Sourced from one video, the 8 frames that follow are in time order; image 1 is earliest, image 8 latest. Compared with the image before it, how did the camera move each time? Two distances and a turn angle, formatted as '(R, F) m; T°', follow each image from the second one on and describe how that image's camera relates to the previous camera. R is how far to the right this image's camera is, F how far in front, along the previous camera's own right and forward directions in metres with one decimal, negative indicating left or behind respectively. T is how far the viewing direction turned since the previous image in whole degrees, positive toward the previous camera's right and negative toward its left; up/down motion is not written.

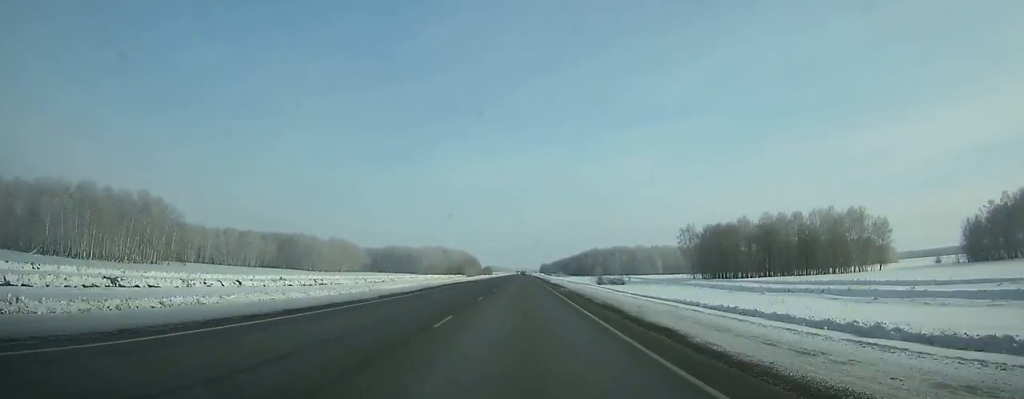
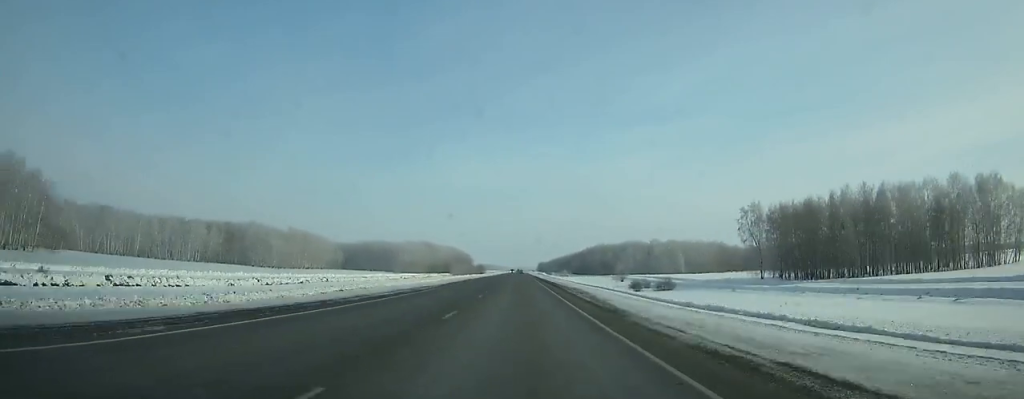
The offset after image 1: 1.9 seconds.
(+0.1, +62.9) m; 0°
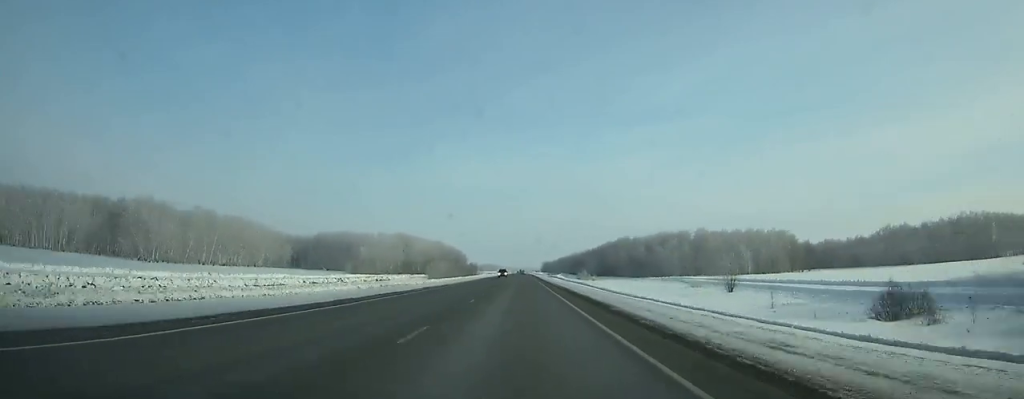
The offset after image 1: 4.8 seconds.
(0.0, +94.1) m; 0°
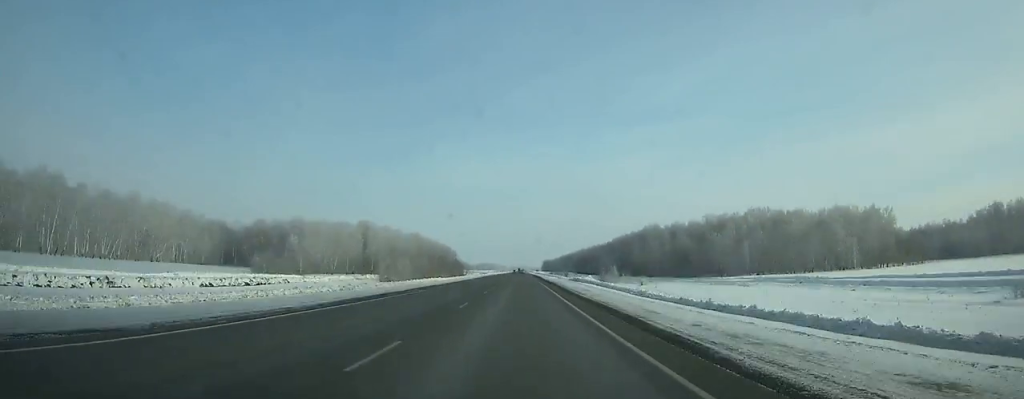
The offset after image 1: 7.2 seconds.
(-0.1, +76.7) m; 0°
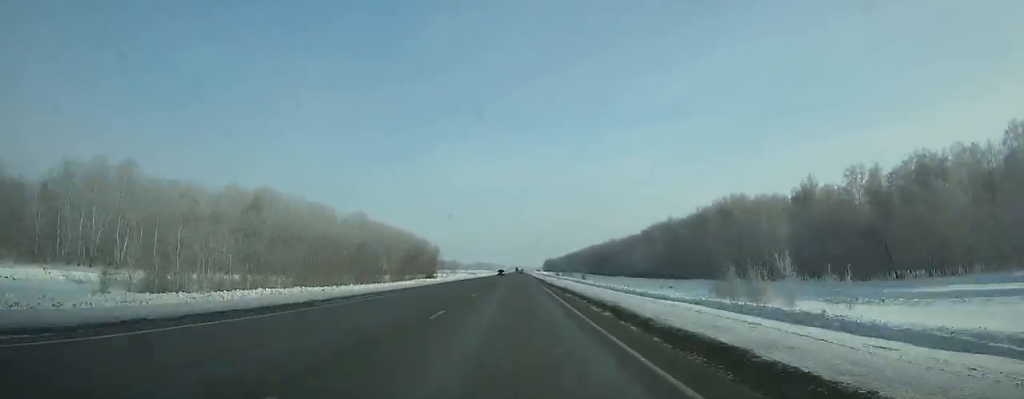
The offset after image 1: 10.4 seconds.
(0.0, +101.5) m; 0°
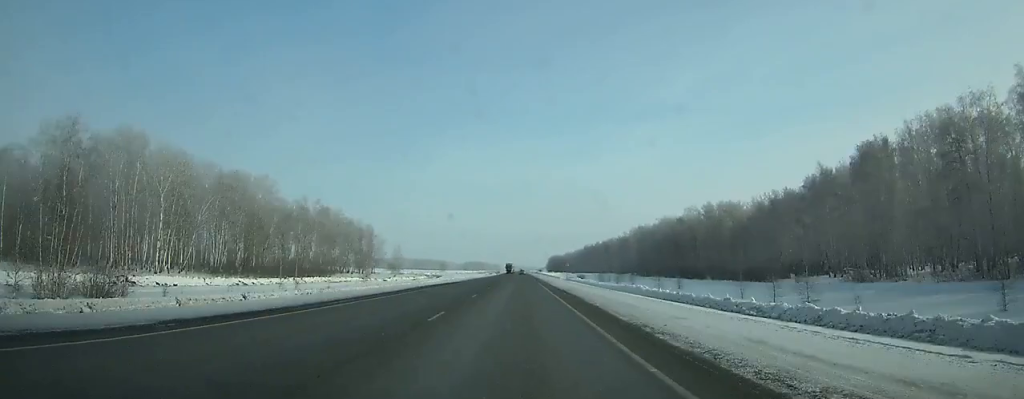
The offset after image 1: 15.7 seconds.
(+0.1, +166.5) m; 0°
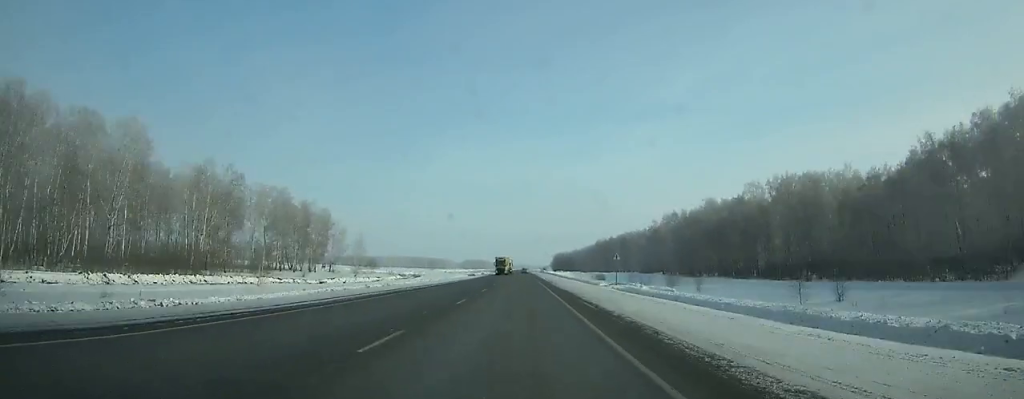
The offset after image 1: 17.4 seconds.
(0.0, +53.1) m; 0°
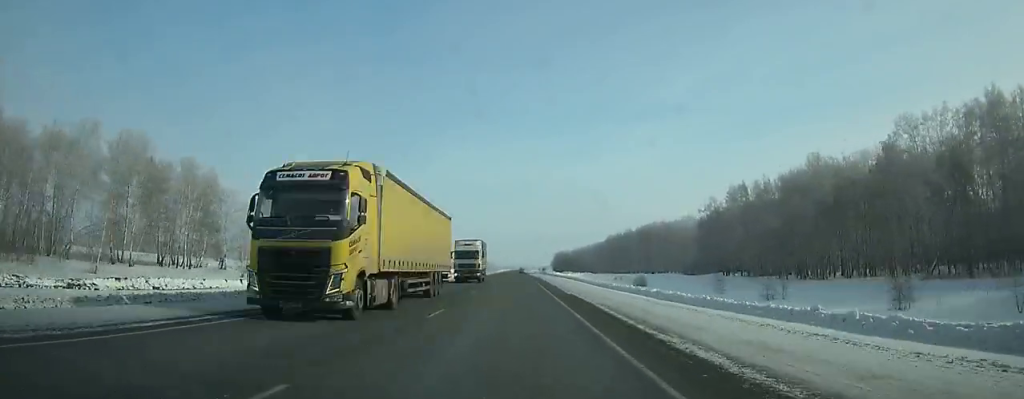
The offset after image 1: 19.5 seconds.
(-0.1, +64.9) m; 0°
